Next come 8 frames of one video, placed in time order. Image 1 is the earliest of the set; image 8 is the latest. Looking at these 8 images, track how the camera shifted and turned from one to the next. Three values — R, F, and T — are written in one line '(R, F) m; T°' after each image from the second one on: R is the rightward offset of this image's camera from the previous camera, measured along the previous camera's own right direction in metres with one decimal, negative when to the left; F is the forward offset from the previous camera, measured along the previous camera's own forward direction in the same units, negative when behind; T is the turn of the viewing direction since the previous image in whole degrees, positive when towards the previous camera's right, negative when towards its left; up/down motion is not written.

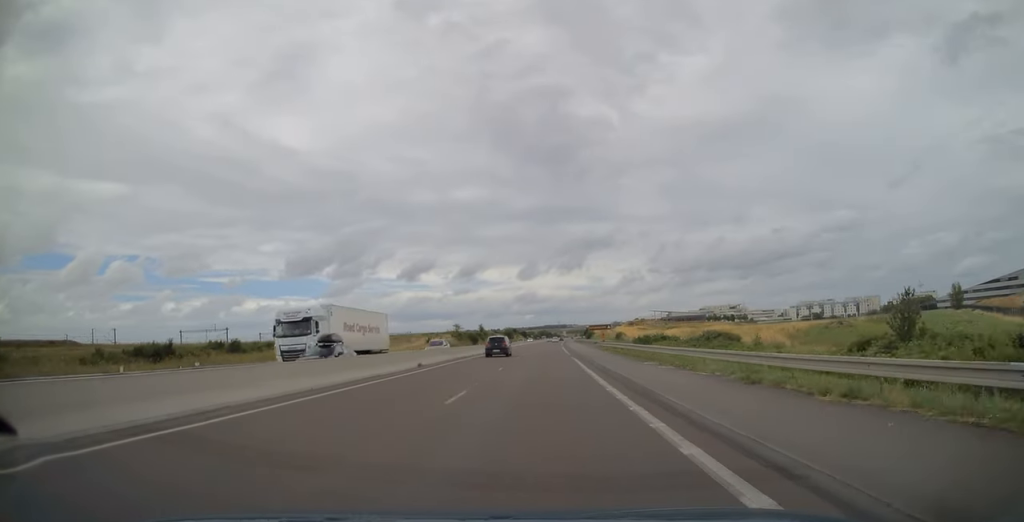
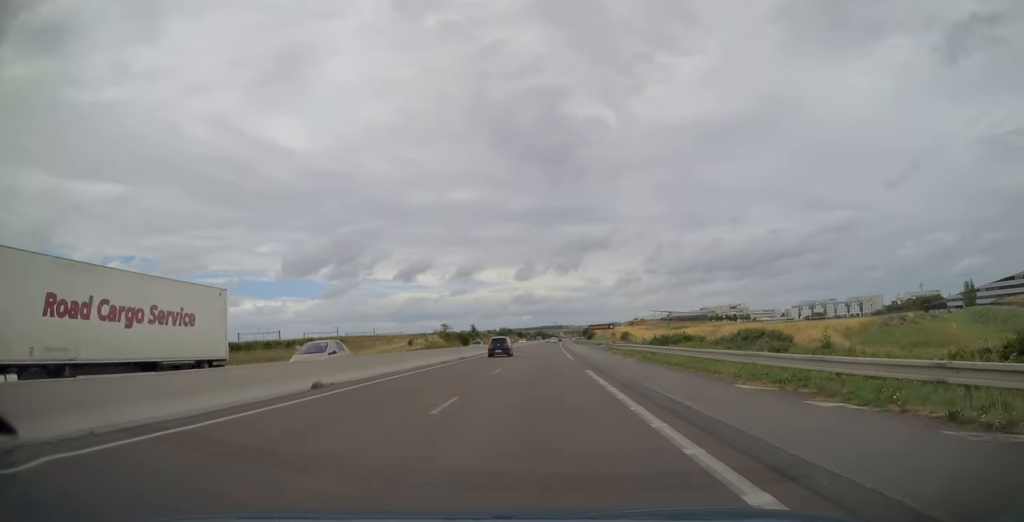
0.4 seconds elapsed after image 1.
(+0.1, +14.5) m; 0°
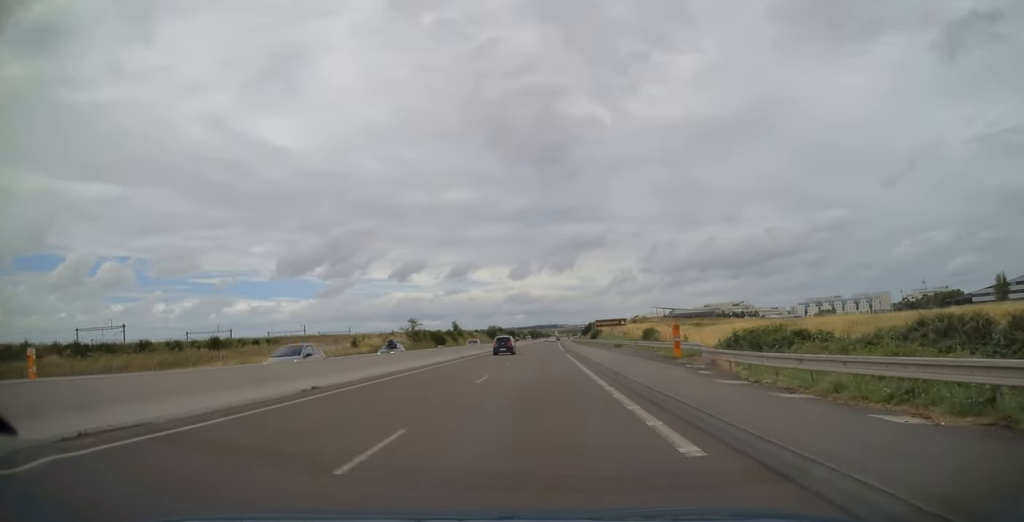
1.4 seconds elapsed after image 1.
(+0.1, +30.7) m; 0°
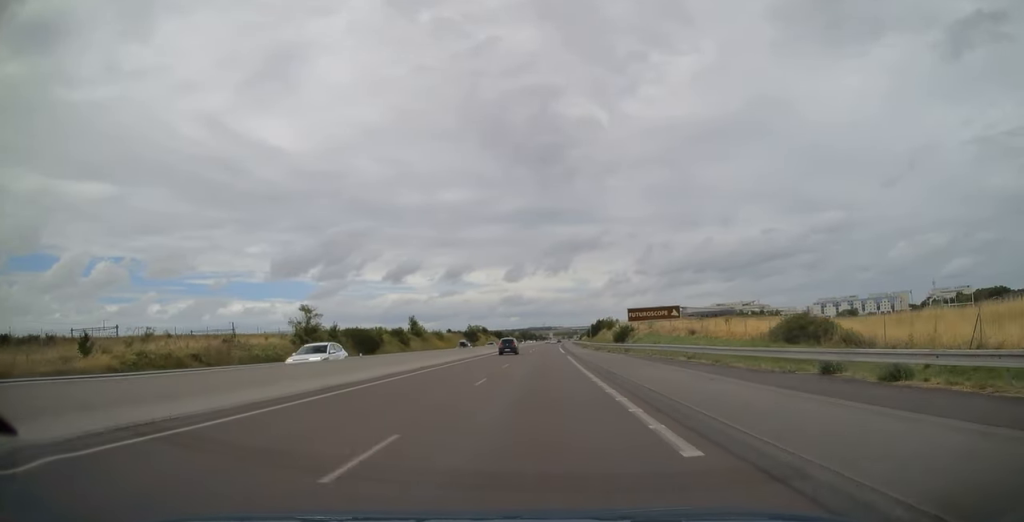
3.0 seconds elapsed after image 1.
(+0.2, +51.6) m; +1°
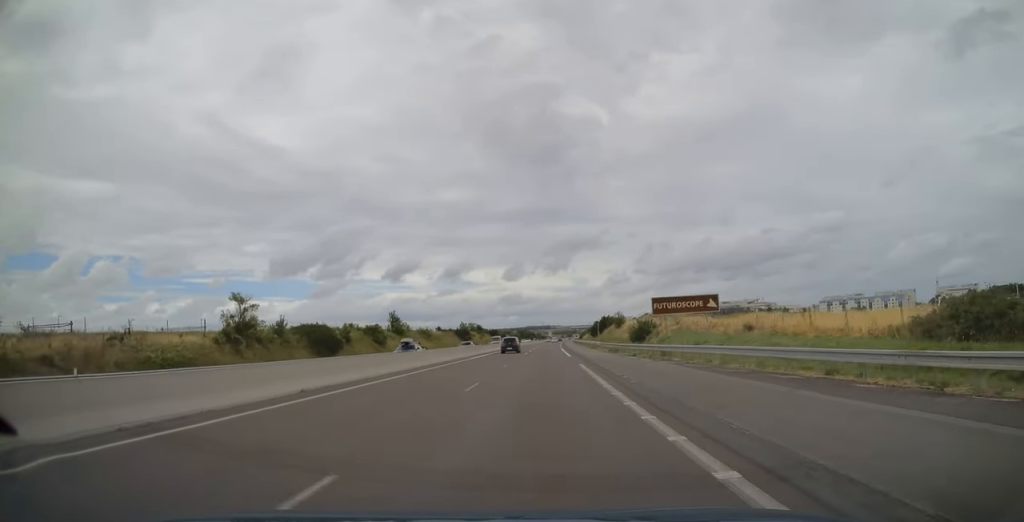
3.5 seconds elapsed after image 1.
(+0.1, +15.6) m; 0°
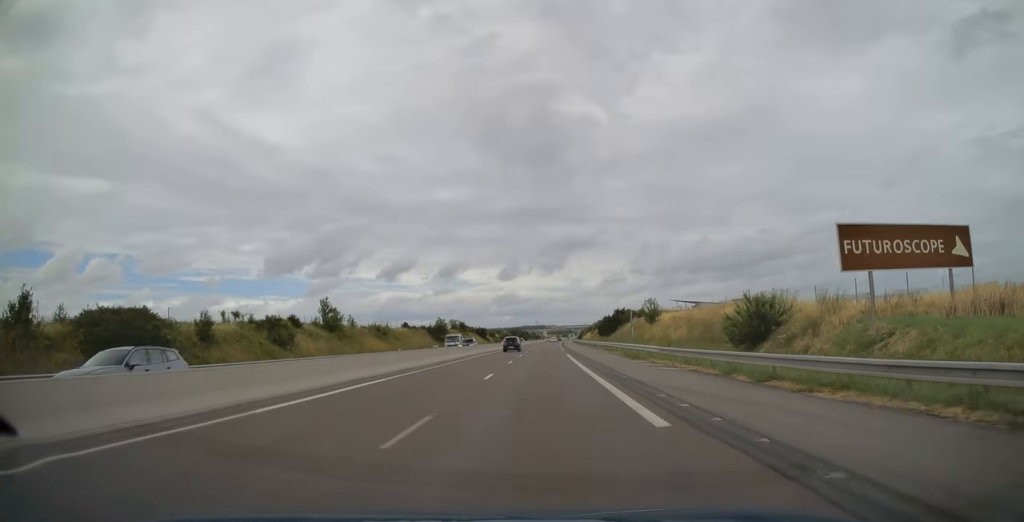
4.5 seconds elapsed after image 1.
(+0.1, +33.9) m; 0°
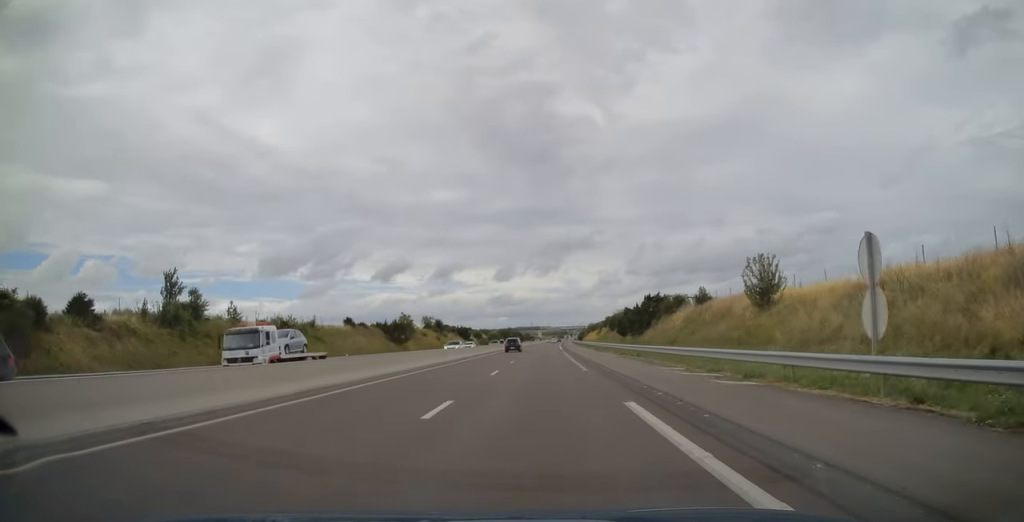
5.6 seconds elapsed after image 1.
(+0.2, +35.6) m; 0°
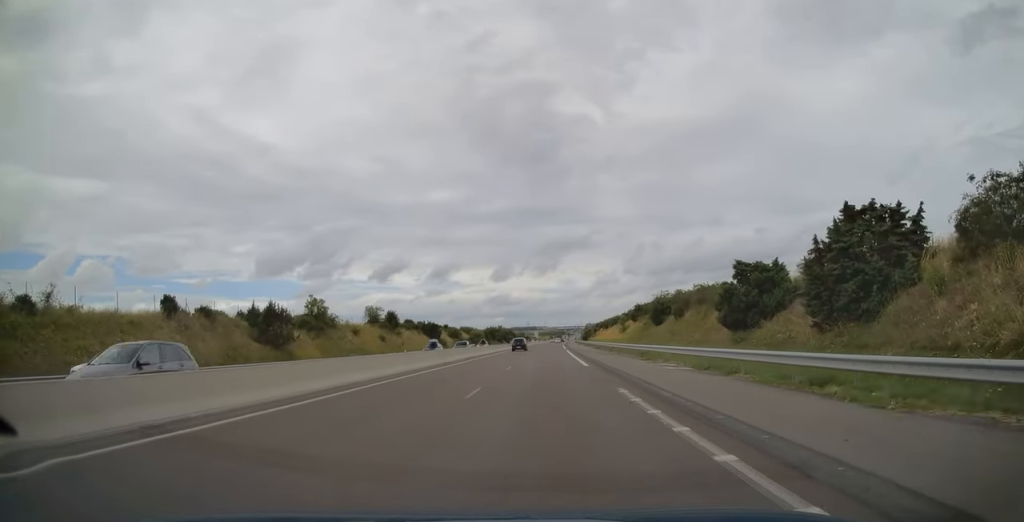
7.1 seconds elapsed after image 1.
(+0.2, +48.0) m; 0°
